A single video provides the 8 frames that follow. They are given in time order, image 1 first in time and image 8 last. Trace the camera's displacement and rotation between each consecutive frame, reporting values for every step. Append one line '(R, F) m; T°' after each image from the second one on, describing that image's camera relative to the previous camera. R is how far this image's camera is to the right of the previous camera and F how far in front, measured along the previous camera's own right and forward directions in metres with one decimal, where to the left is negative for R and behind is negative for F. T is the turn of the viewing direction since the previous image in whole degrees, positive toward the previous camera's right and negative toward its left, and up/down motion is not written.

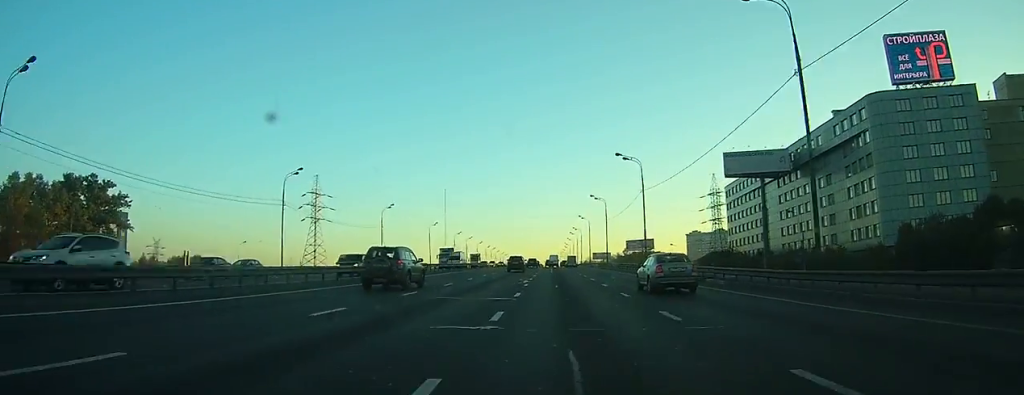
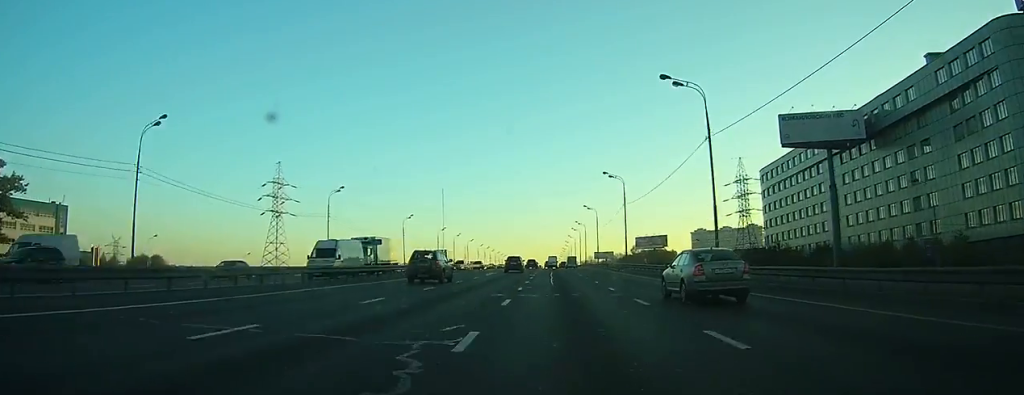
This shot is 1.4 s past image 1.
(0.0, +27.0) m; 0°
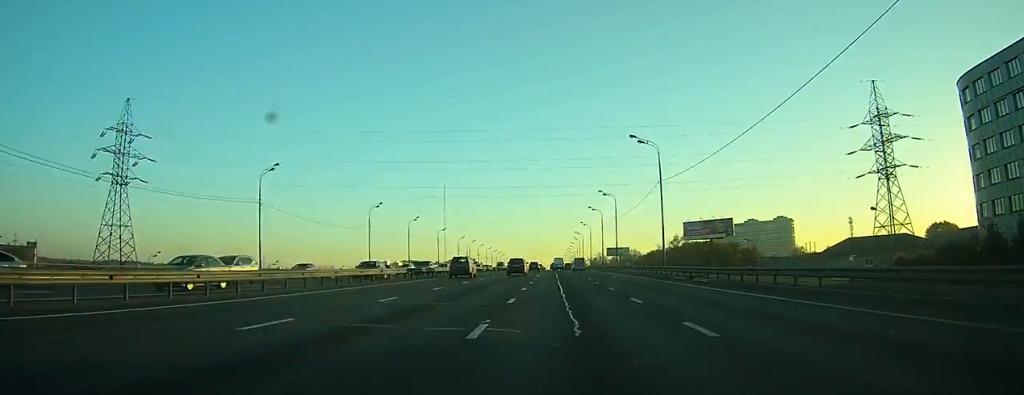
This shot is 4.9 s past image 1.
(-0.2, +69.4) m; 0°
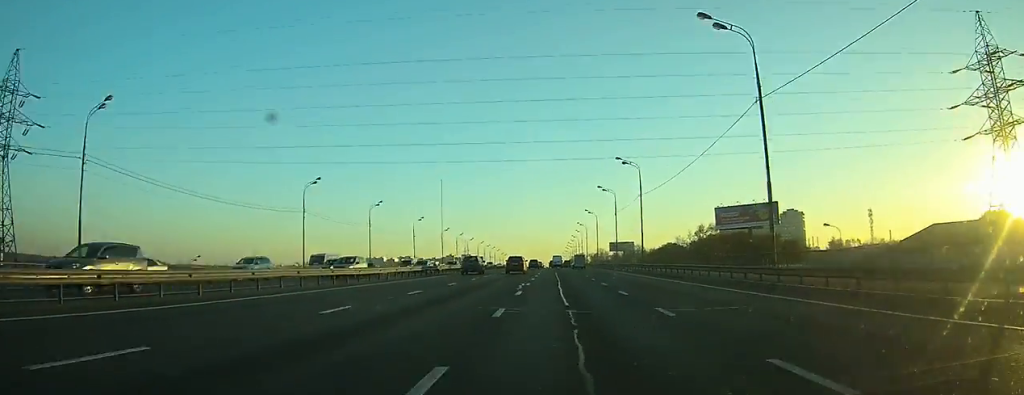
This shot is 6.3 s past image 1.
(0.0, +28.7) m; 0°
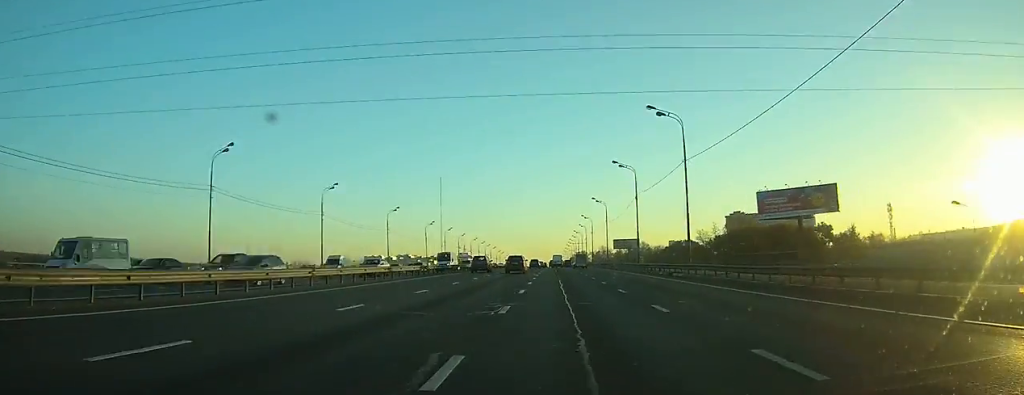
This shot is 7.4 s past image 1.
(+0.1, +24.3) m; 0°
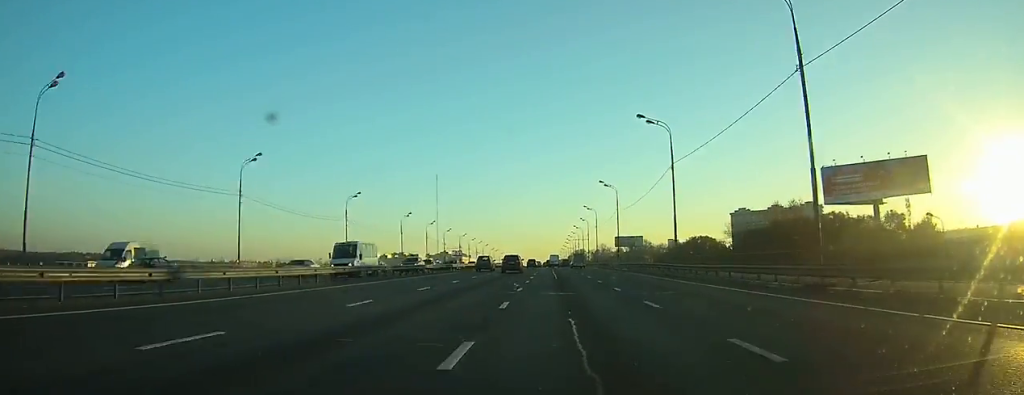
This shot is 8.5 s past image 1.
(+0.1, +24.6) m; 0°
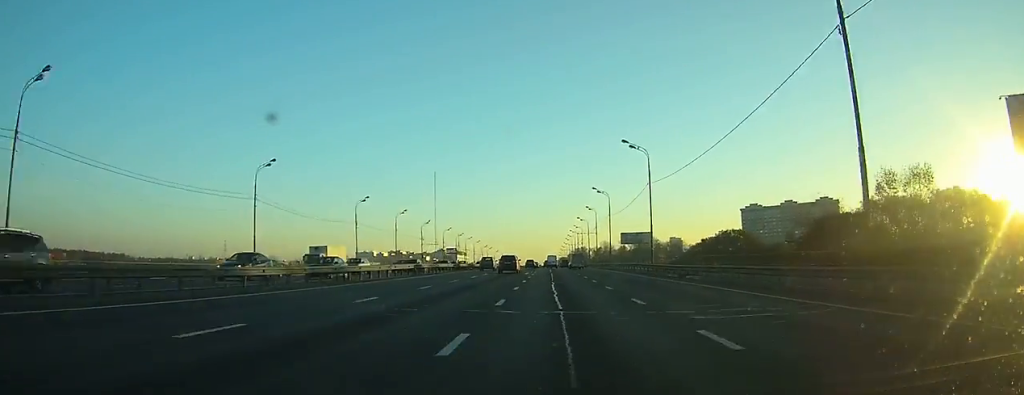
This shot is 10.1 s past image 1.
(-0.1, +32.3) m; 0°
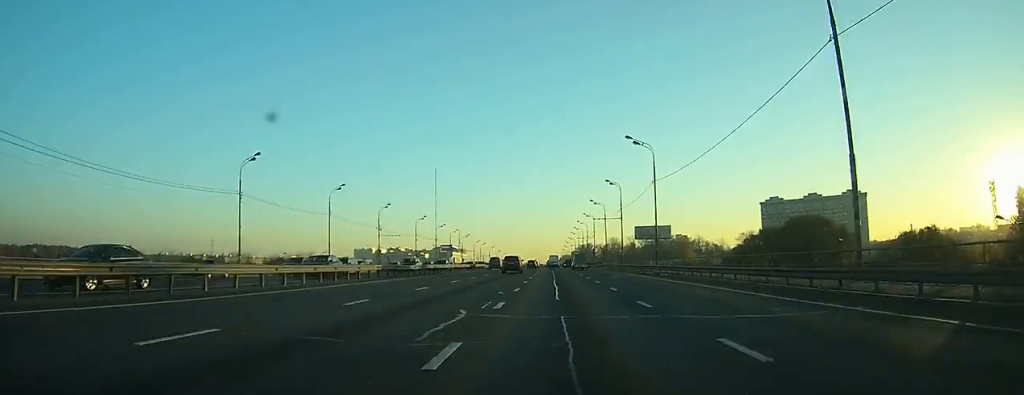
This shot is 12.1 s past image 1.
(-0.1, +41.5) m; -1°
